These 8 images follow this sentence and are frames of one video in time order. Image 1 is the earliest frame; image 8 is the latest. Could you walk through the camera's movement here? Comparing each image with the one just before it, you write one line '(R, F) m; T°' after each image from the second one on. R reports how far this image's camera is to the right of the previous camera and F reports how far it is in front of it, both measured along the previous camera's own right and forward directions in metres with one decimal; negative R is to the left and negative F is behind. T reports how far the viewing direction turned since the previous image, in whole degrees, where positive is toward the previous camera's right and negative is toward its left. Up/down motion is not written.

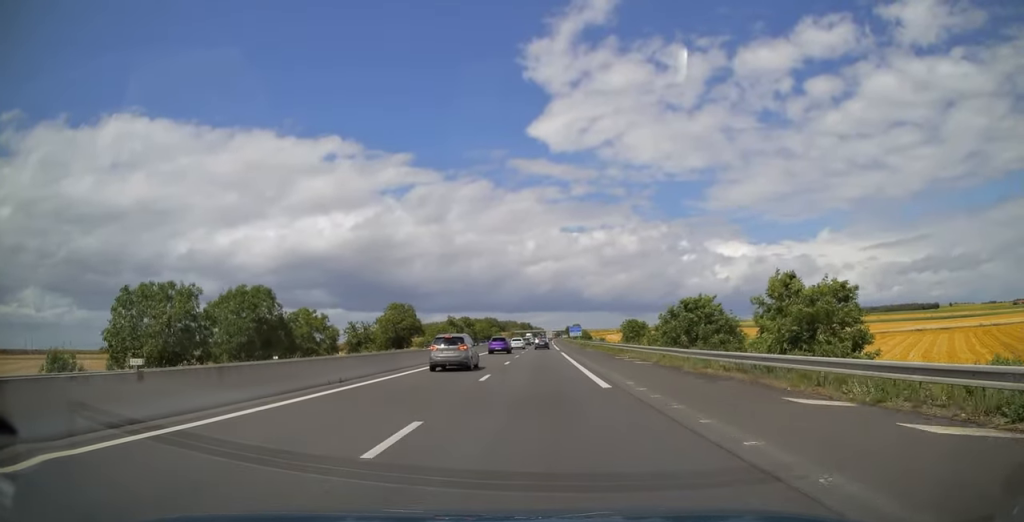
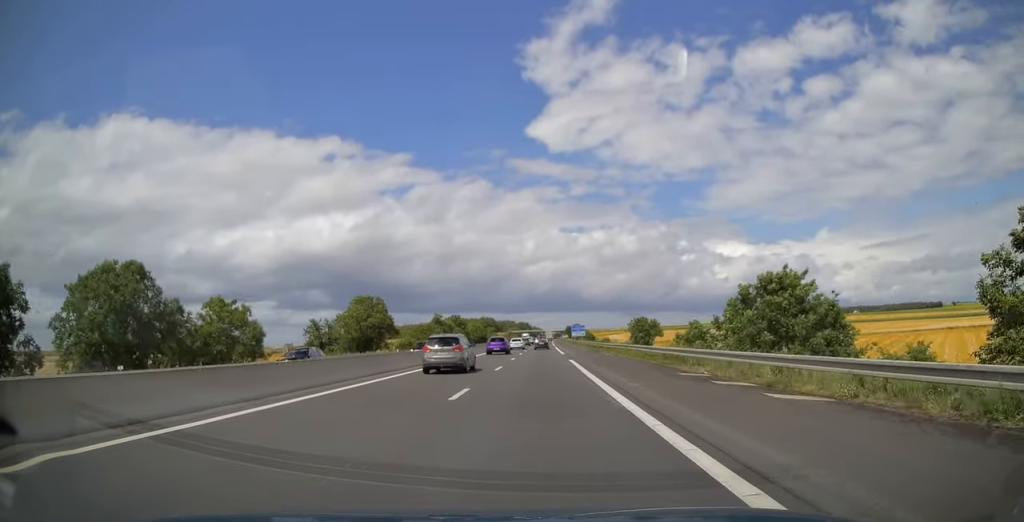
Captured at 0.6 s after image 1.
(0.0, +19.1) m; 0°
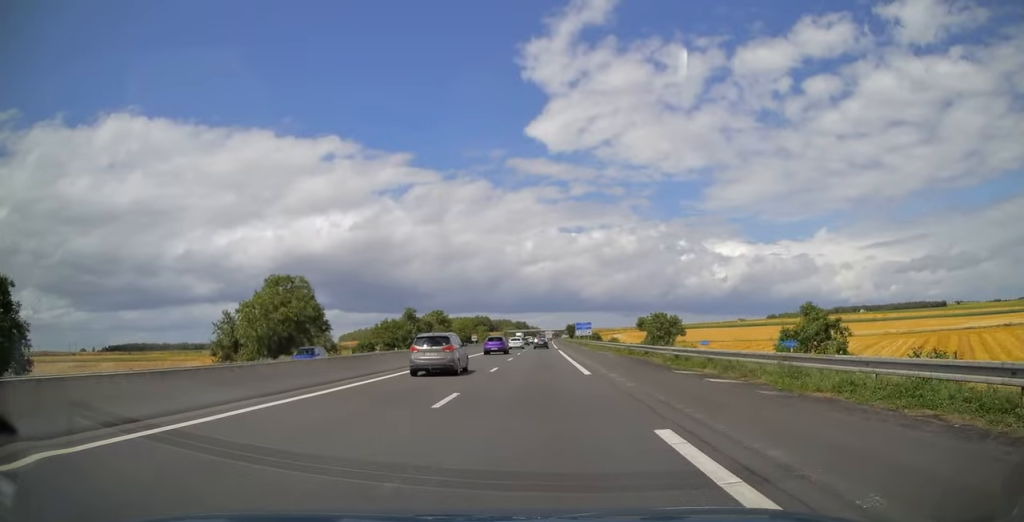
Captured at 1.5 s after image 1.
(+0.1, +28.0) m; 0°
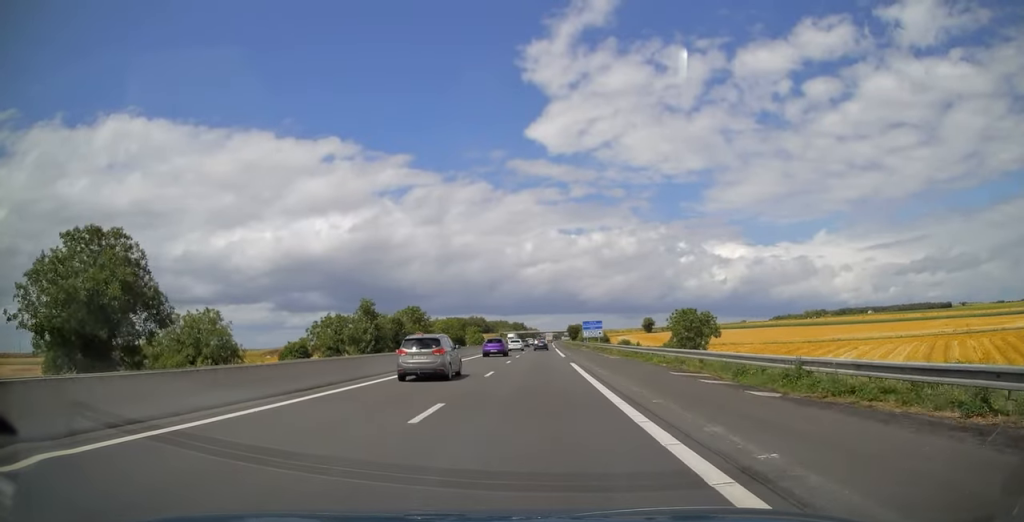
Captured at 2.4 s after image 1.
(+0.1, +28.2) m; 0°
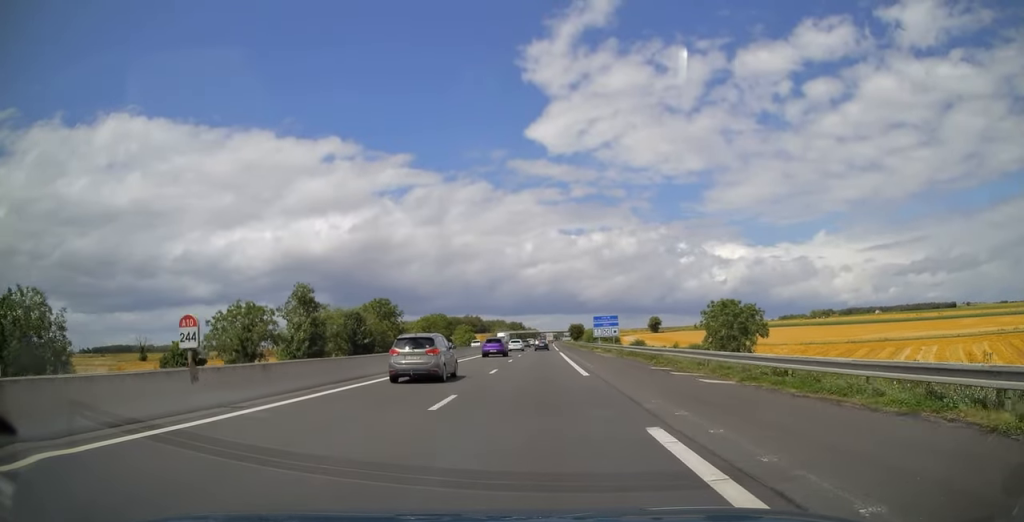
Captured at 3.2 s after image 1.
(+0.1, +24.3) m; 0°
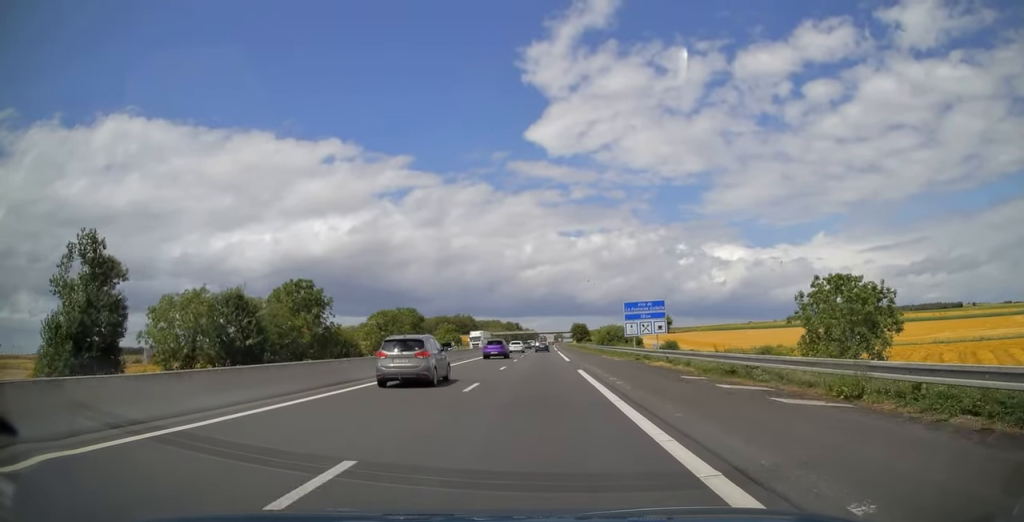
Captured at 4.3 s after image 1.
(0.0, +34.1) m; 0°
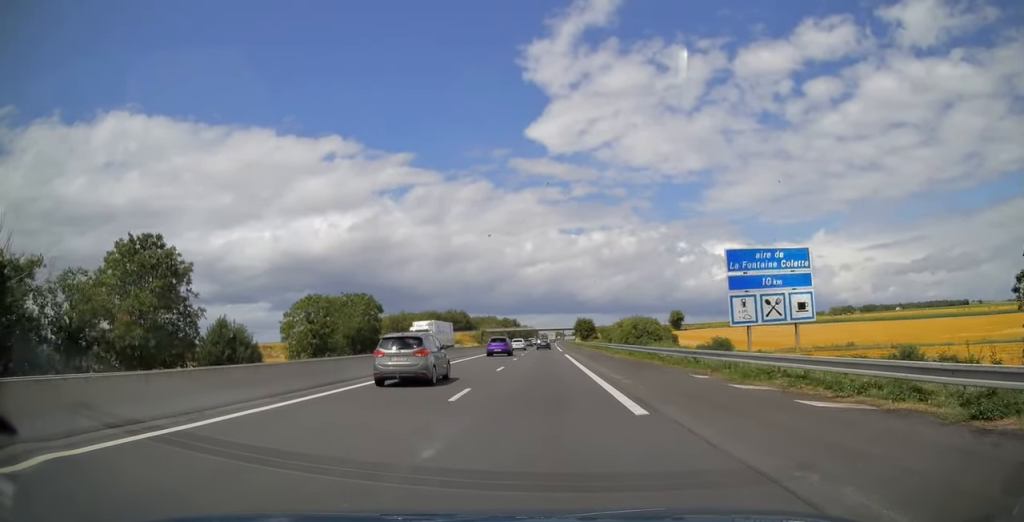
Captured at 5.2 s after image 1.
(0.0, +29.3) m; 0°
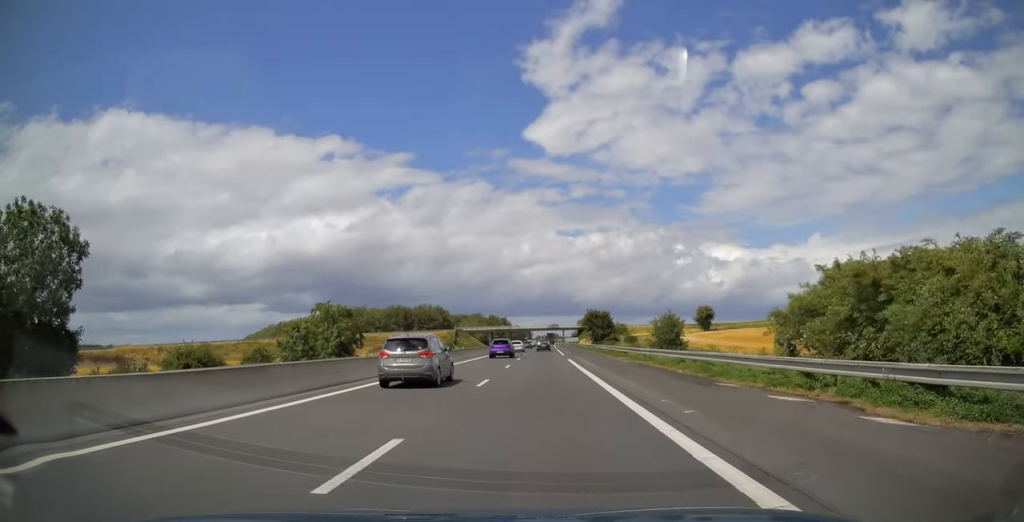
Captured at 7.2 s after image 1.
(+0.2, +59.8) m; 0°
